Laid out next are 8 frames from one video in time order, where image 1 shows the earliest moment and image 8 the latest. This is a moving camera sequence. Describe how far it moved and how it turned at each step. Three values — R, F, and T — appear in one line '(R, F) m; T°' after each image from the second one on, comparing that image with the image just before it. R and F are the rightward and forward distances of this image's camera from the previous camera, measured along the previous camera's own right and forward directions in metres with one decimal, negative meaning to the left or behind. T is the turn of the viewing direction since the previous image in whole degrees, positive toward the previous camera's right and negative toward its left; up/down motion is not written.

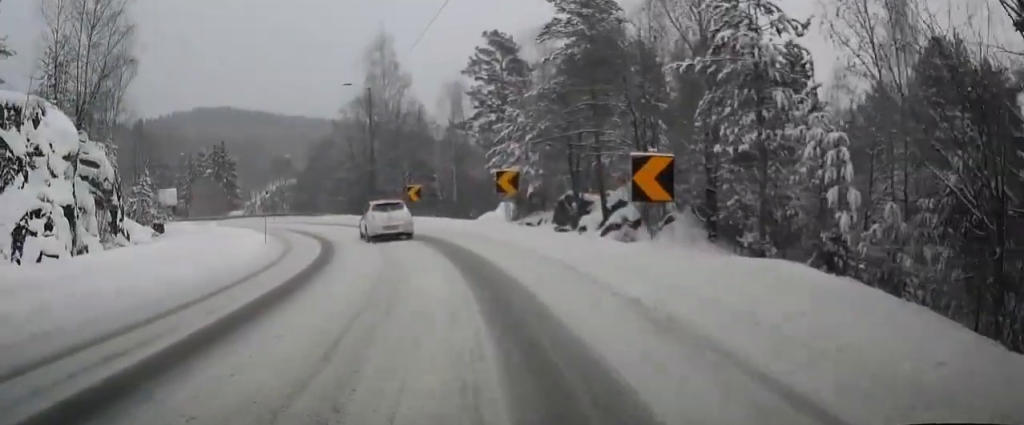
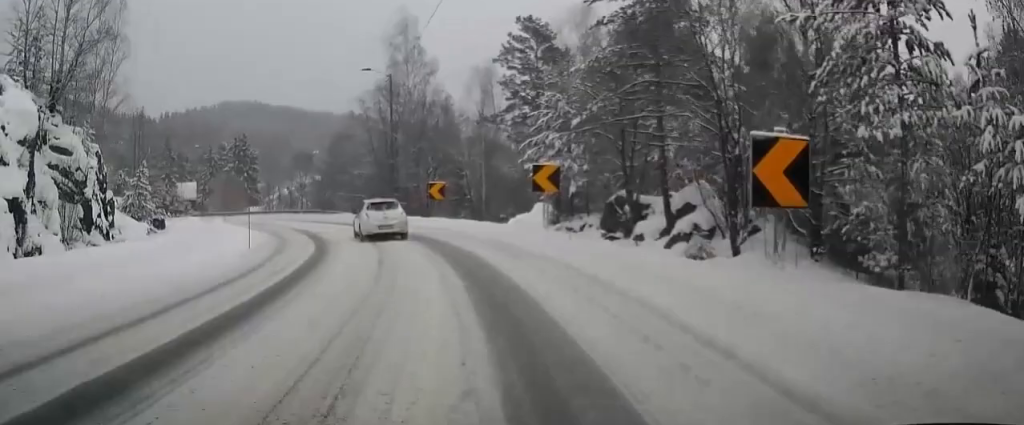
(-0.1, +5.2) m; -2°
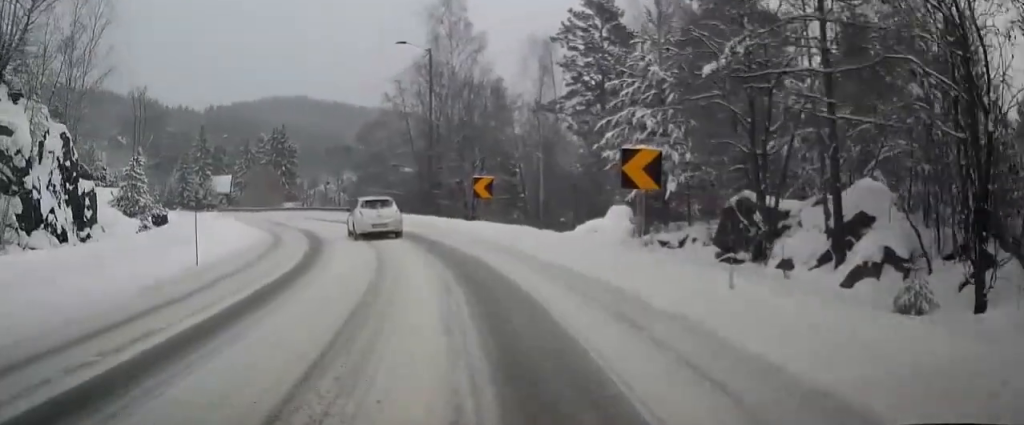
(-0.1, +7.7) m; -4°
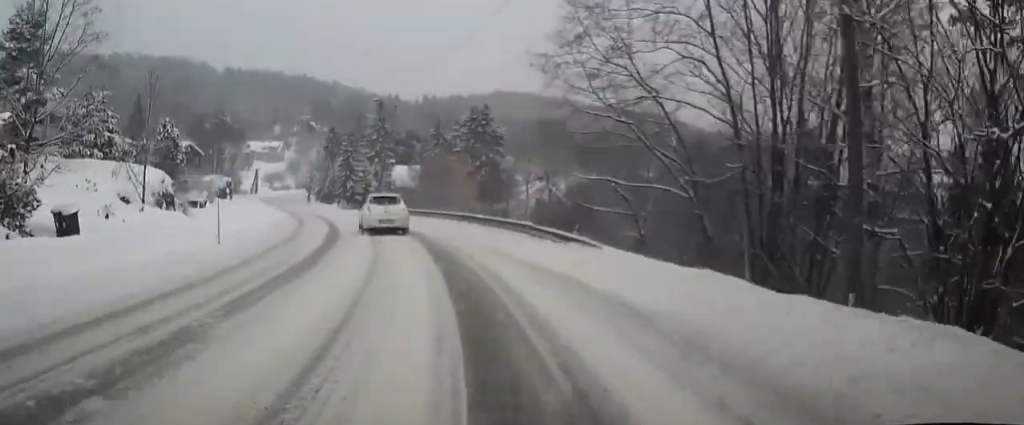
(-4.4, +29.0) m; -19°
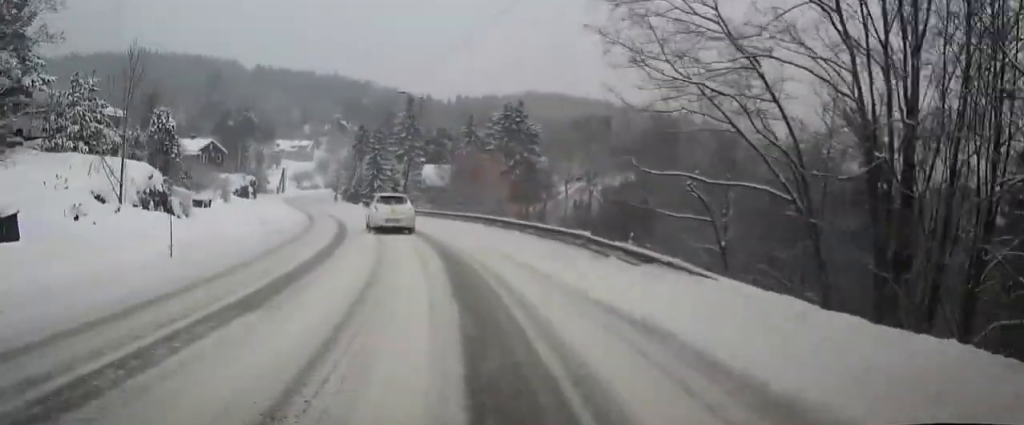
(-0.1, +4.3) m; -4°
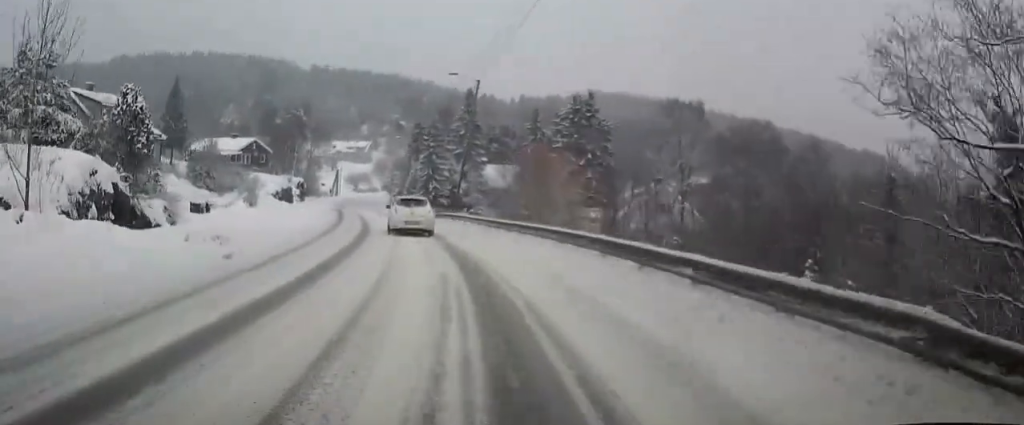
(-0.6, +8.6) m; -7°
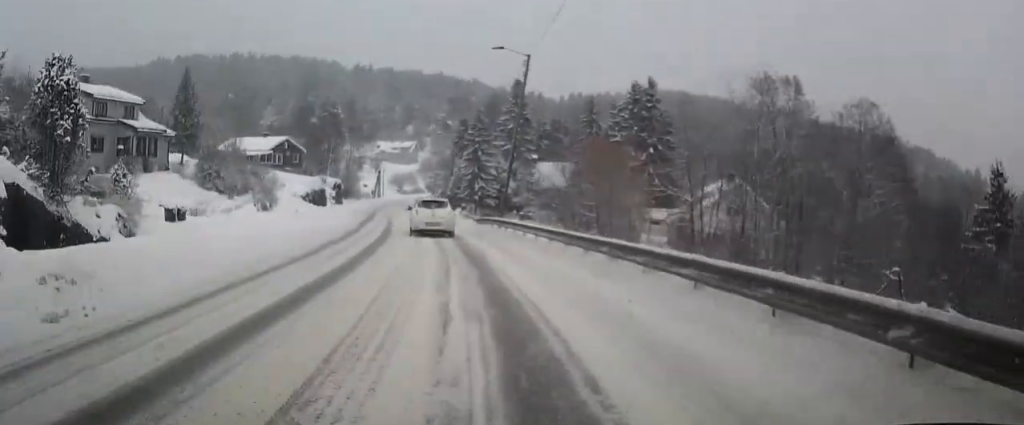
(-0.4, +7.6) m; -5°
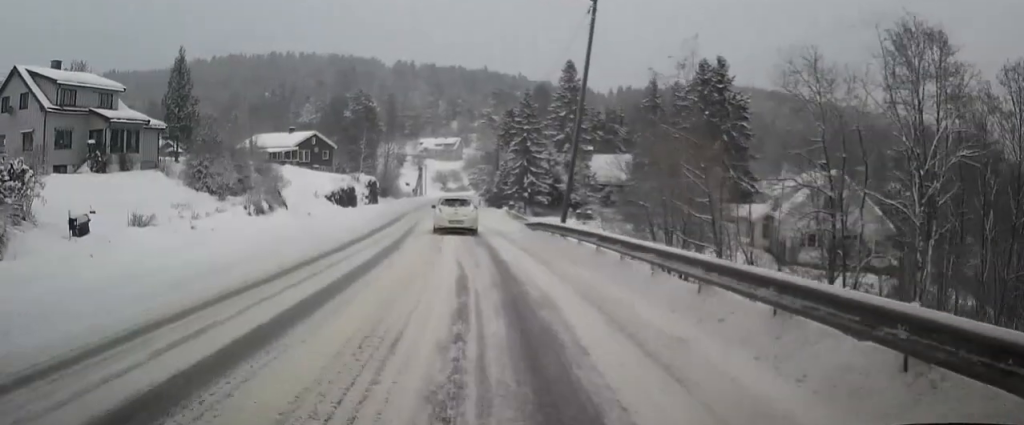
(-0.5, +9.4) m; -5°
